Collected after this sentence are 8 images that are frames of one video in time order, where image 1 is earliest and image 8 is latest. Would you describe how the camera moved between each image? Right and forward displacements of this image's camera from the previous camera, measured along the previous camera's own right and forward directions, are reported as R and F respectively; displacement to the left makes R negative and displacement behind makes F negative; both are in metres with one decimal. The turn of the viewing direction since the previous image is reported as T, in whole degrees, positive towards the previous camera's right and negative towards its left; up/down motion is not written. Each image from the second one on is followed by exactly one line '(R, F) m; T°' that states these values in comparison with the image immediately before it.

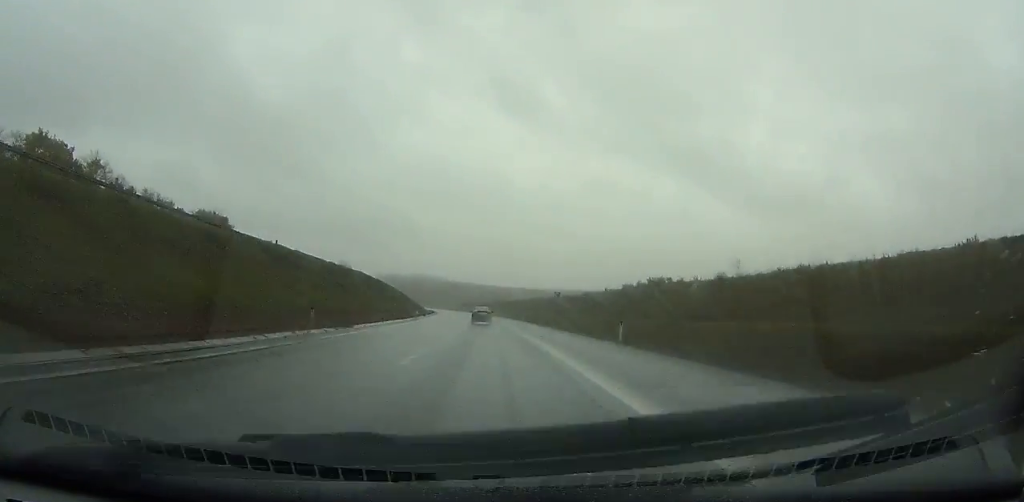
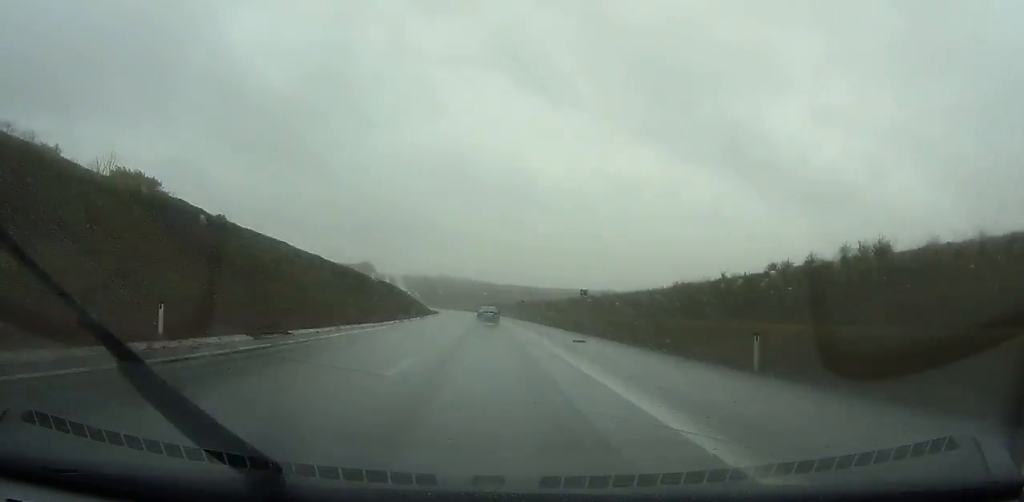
(-1.1, +60.9) m; -2°
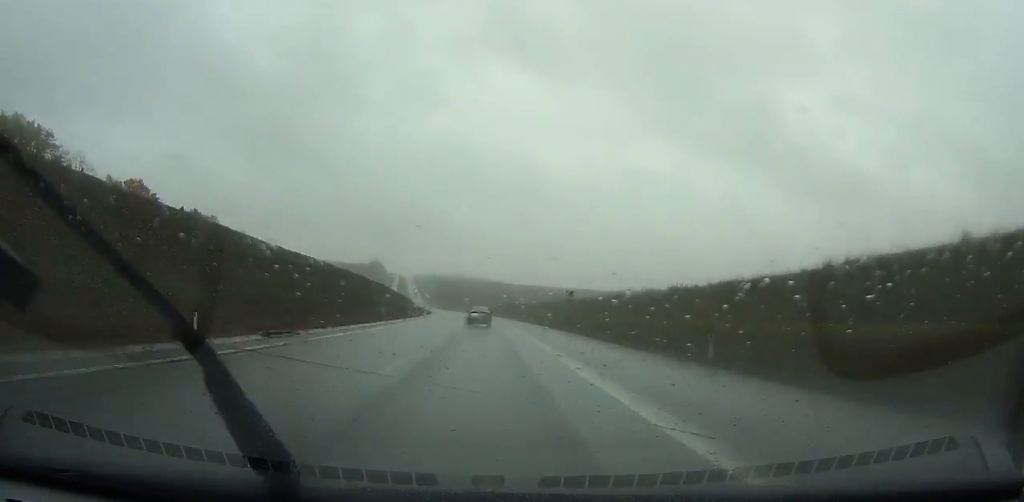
(-0.7, +45.9) m; -2°
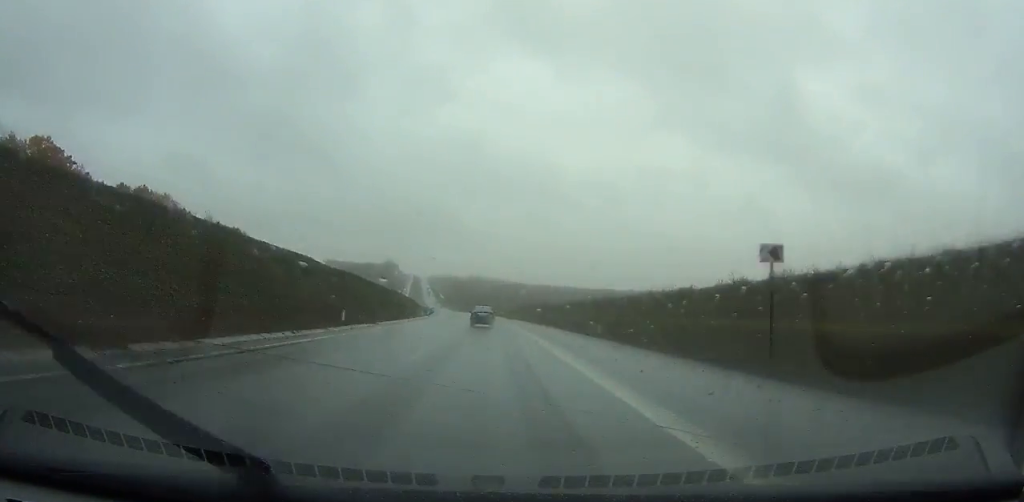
(-0.4, +34.1) m; -1°
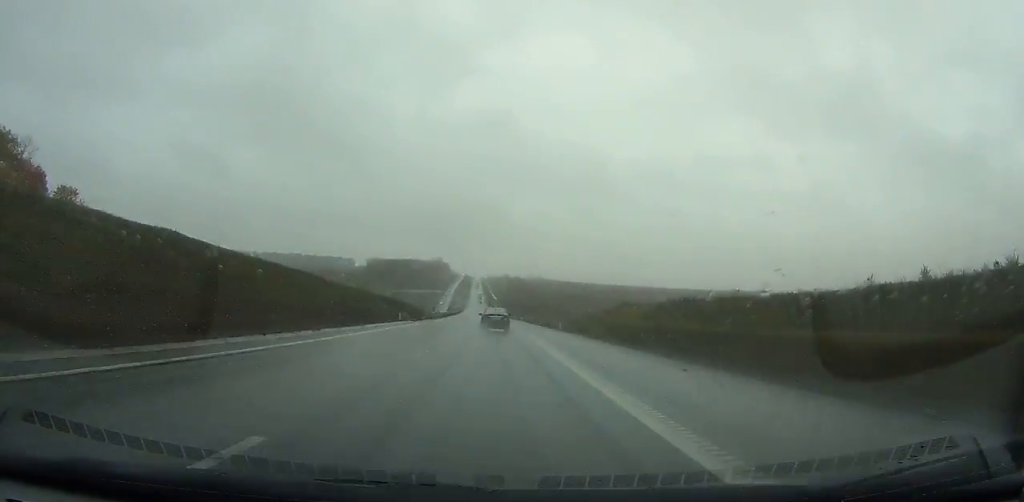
(-6.4, +127.4) m; -5°
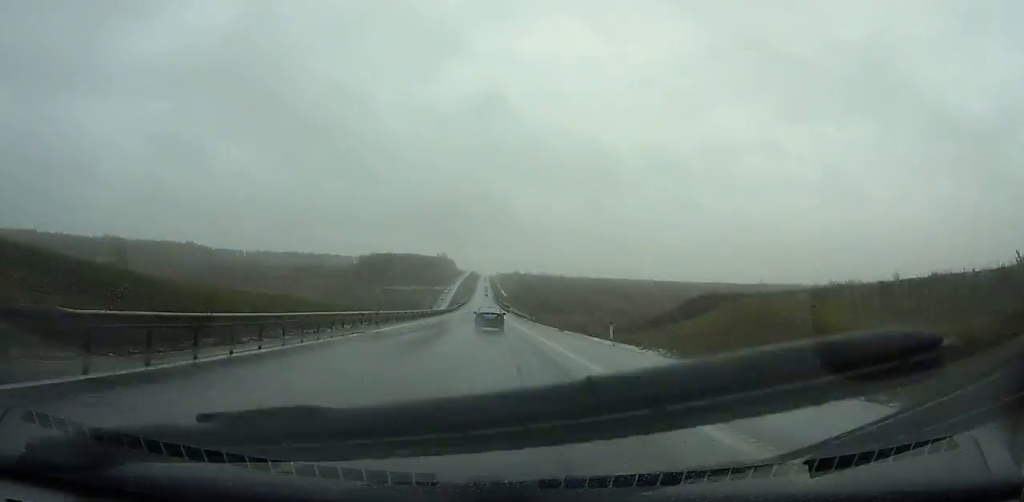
(-1.2, +70.1) m; -1°
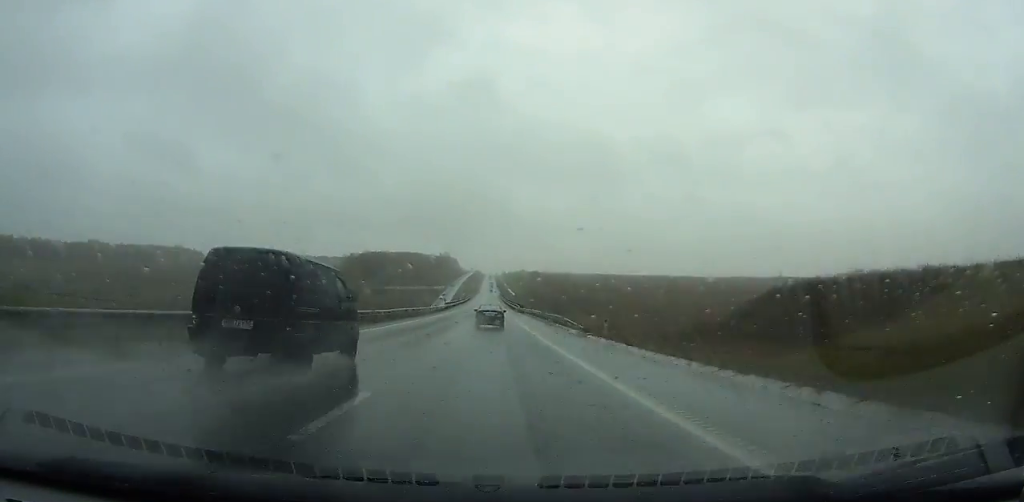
(-0.2, +45.3) m; -1°
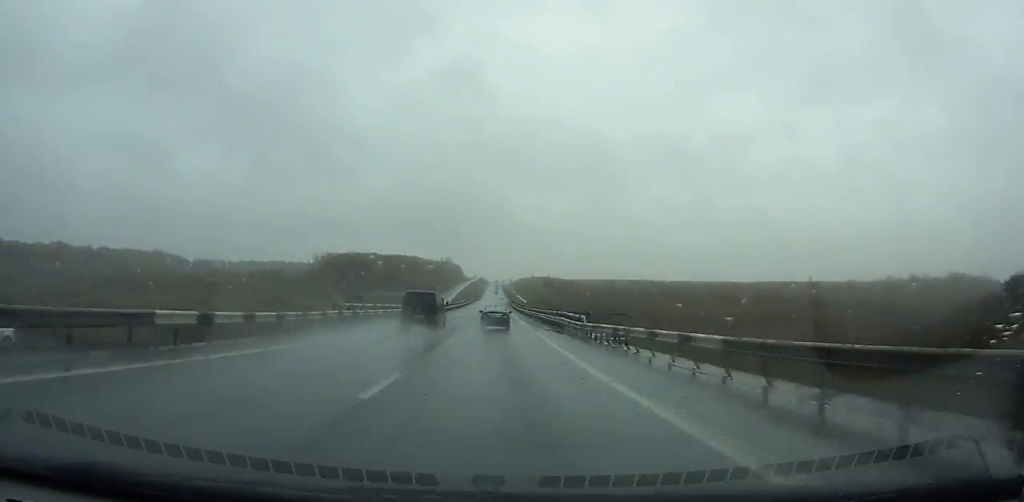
(-0.3, +68.5) m; 0°
